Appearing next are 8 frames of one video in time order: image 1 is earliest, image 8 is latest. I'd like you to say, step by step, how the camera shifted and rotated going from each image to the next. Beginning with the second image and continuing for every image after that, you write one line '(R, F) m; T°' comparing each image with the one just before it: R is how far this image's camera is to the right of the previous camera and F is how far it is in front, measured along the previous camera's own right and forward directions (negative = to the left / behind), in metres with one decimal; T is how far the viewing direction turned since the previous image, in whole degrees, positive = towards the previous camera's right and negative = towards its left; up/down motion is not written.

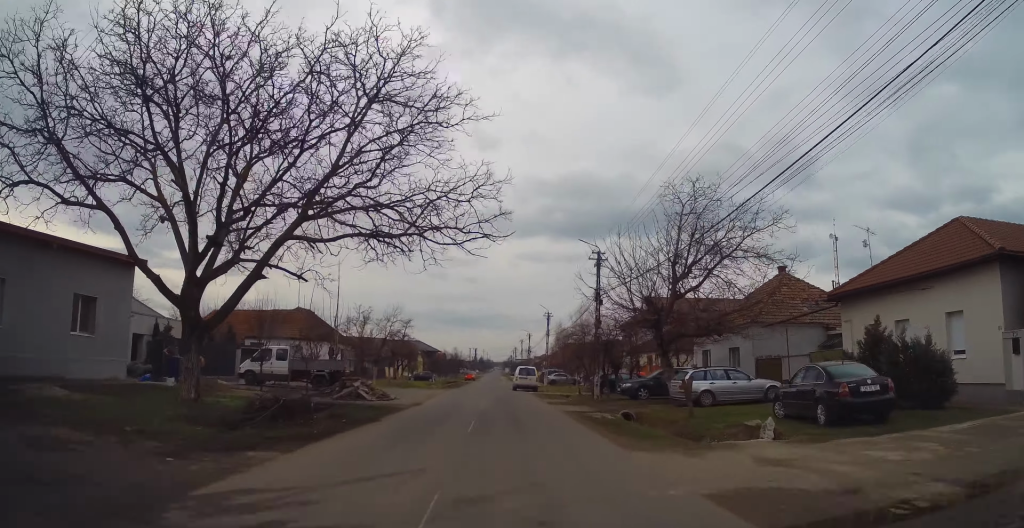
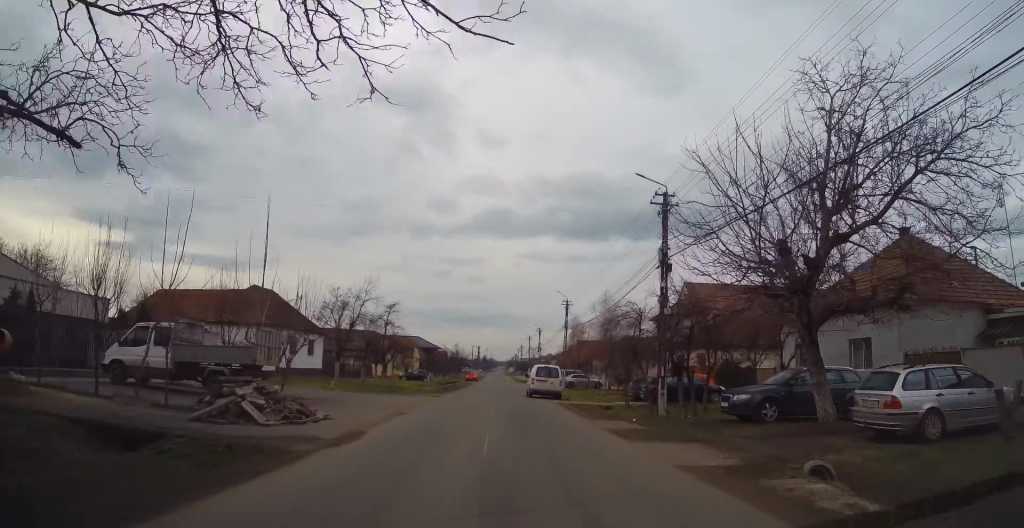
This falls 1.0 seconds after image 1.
(-0.5, +12.4) m; -2°
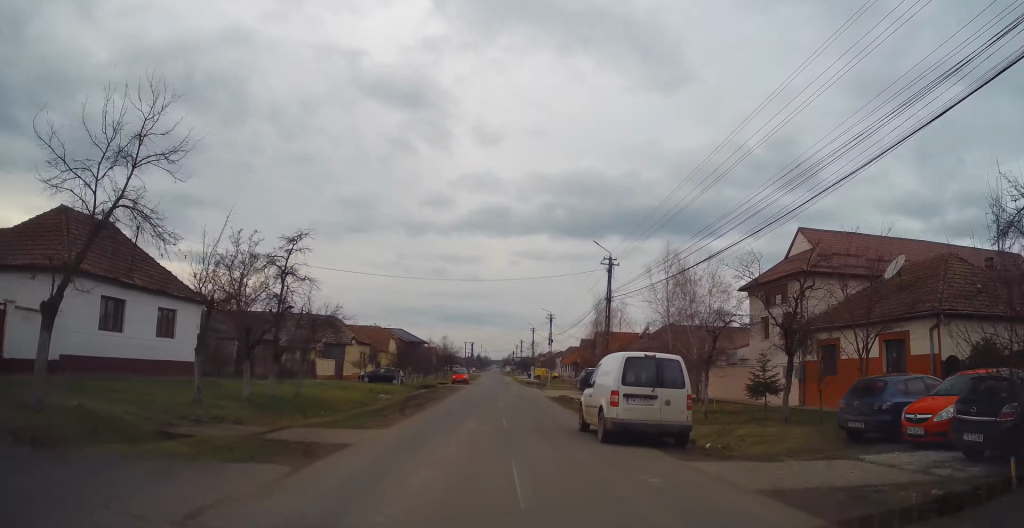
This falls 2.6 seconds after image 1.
(+0.8, +22.0) m; +2°
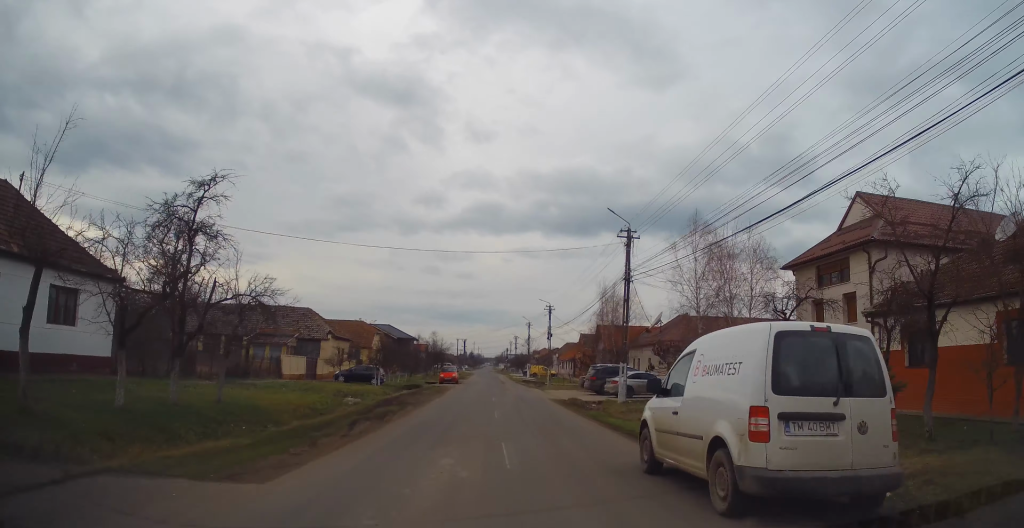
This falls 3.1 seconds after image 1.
(0.0, +6.7) m; 0°
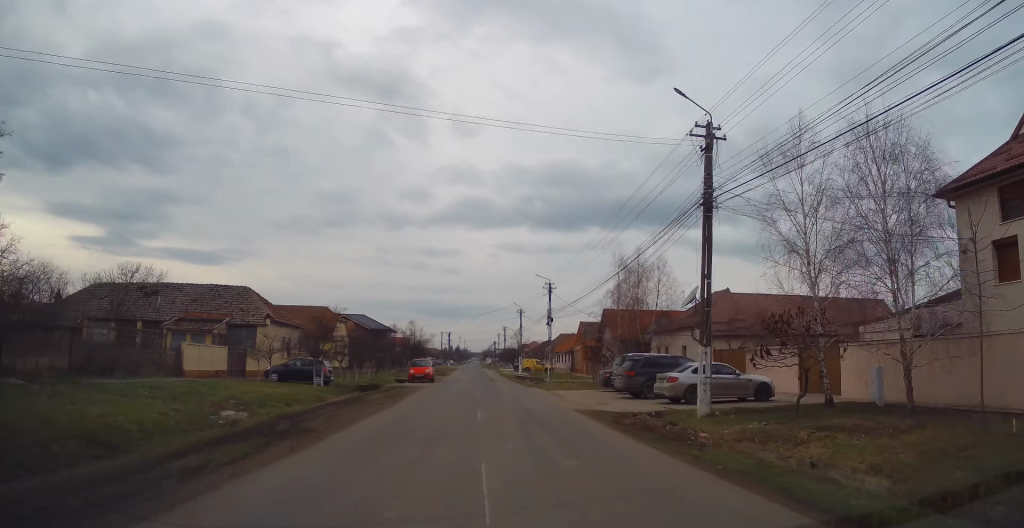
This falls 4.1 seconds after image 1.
(-0.3, +12.7) m; 0°
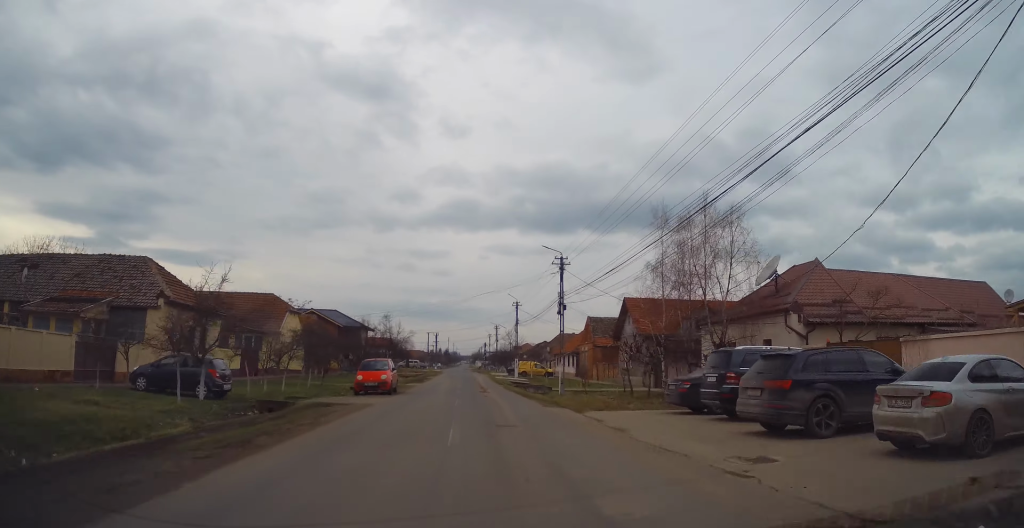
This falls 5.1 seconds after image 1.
(+0.4, +13.7) m; +2°
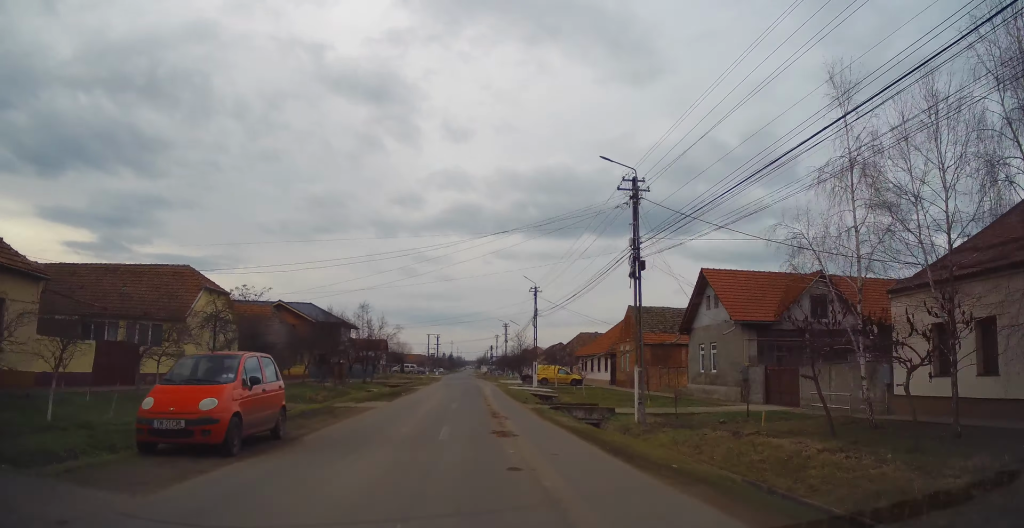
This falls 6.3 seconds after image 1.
(0.0, +17.0) m; 0°
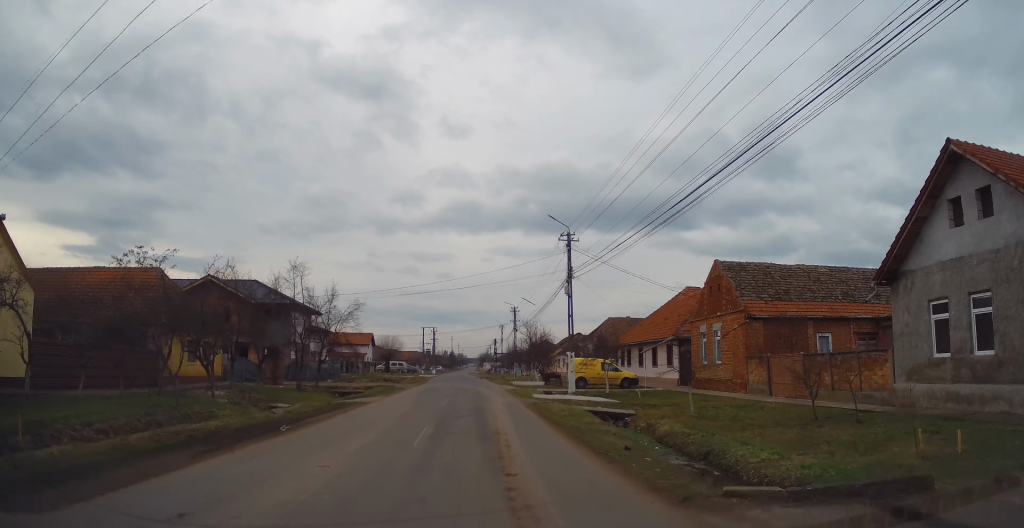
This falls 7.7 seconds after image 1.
(0.0, +19.9) m; -2°
